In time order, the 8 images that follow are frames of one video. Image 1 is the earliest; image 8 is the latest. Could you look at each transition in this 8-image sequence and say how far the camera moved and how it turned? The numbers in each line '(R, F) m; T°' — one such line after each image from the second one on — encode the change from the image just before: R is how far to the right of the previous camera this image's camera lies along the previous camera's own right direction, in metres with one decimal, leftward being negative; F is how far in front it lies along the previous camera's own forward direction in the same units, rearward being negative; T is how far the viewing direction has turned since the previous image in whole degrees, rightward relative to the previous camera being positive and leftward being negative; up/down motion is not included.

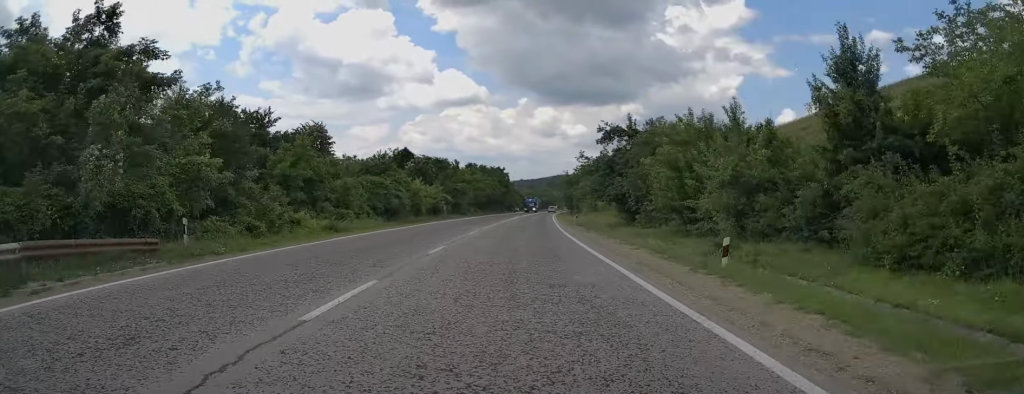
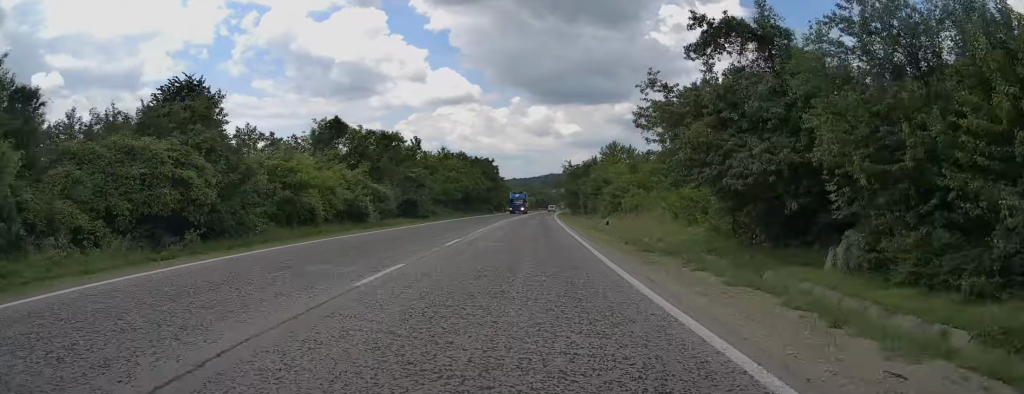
(0.0, +24.5) m; +1°
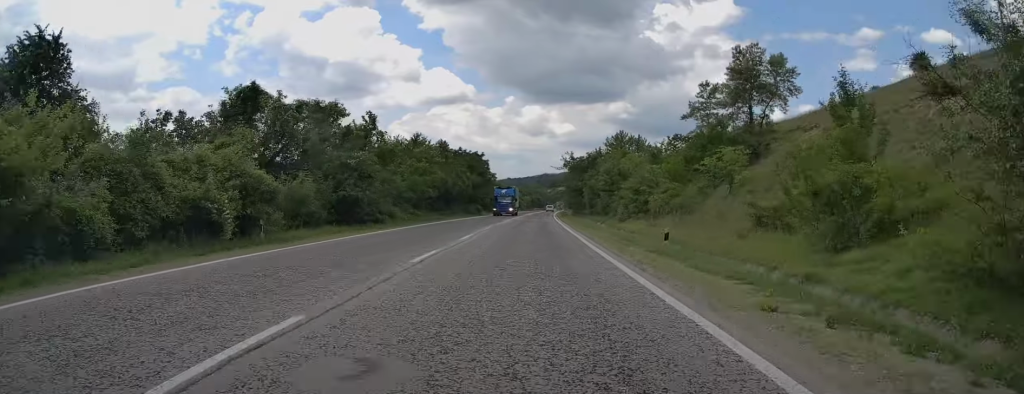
(0.0, +14.3) m; +1°
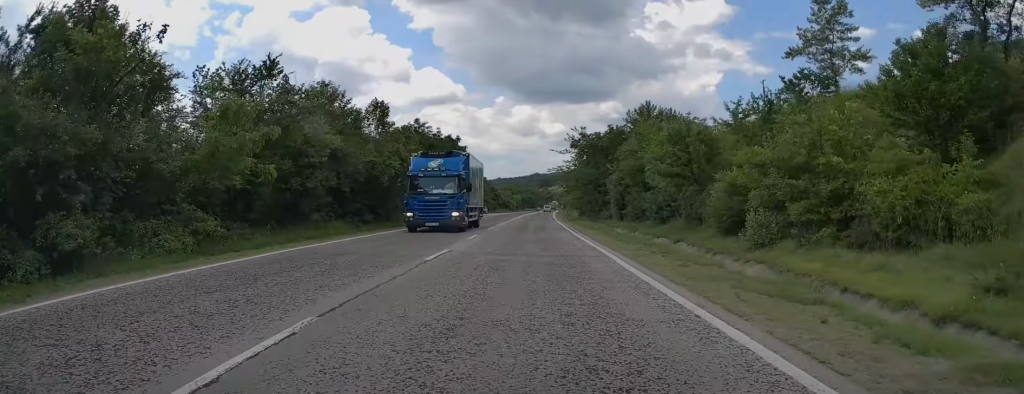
(+0.4, +26.8) m; +1°
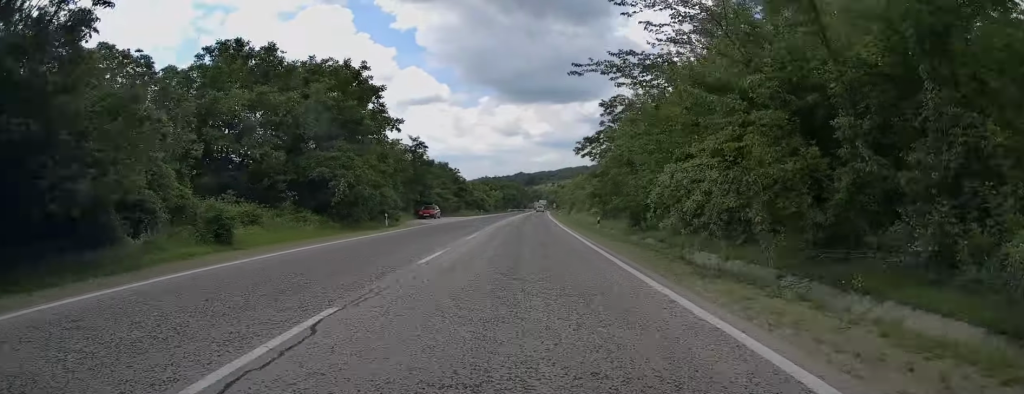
(+0.1, +44.3) m; +1°
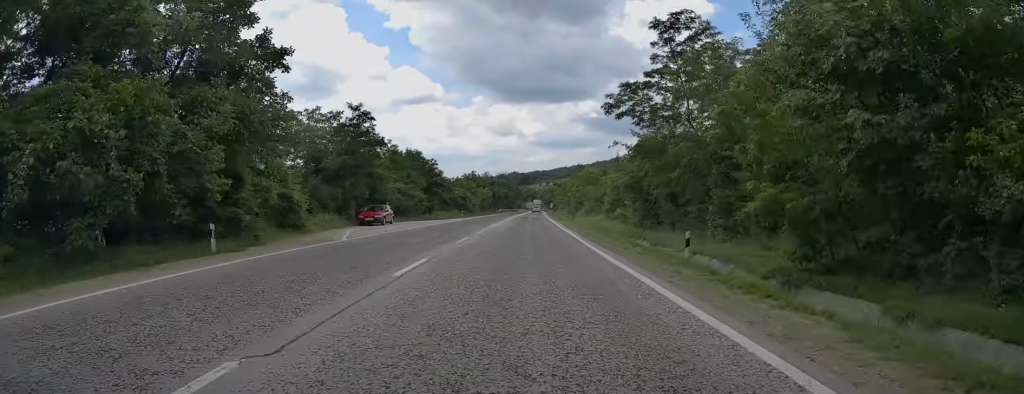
(+0.3, +20.2) m; +2°
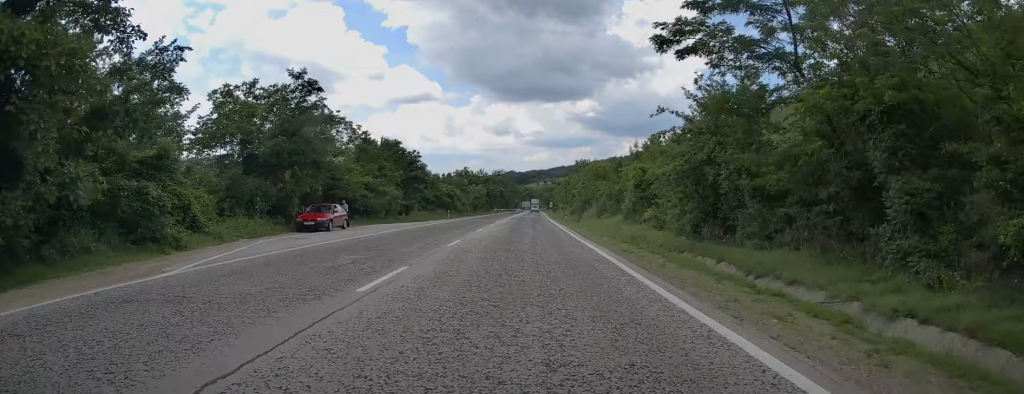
(+0.1, +11.0) m; 0°
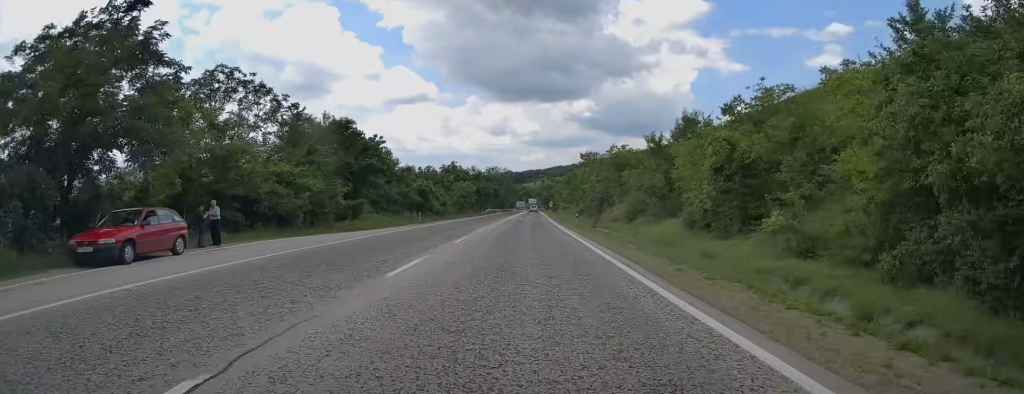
(+0.3, +16.2) m; 0°
